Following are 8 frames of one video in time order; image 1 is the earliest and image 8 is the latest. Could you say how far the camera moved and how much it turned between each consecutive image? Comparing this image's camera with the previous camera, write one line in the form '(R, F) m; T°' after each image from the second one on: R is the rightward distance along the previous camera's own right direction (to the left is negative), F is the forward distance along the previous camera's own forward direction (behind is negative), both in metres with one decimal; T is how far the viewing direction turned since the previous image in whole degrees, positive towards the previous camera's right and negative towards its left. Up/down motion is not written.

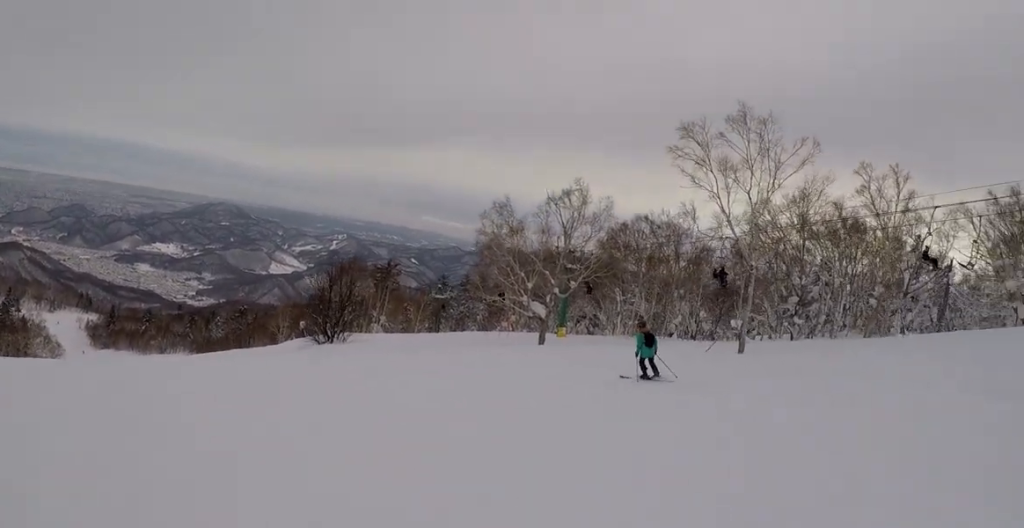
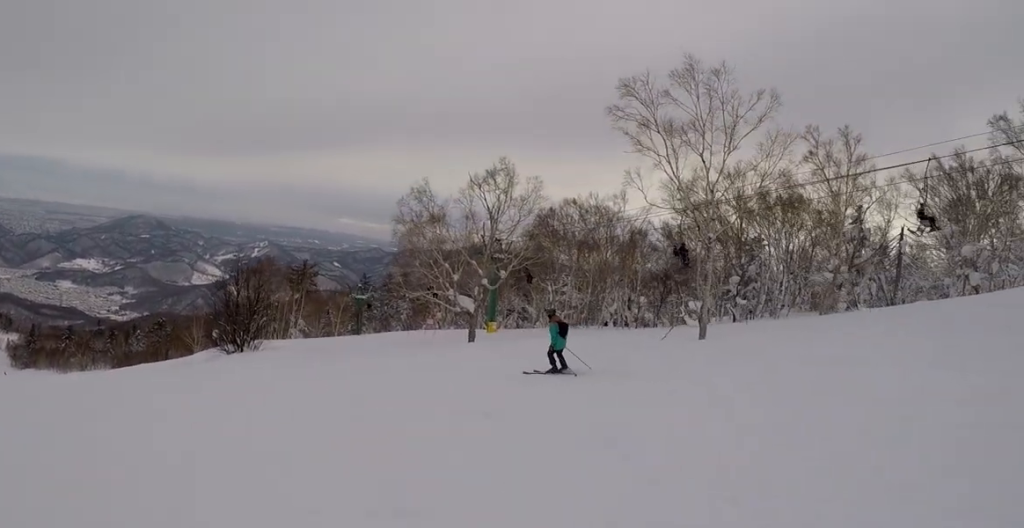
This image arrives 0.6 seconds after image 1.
(+0.6, +3.6) m; -5°
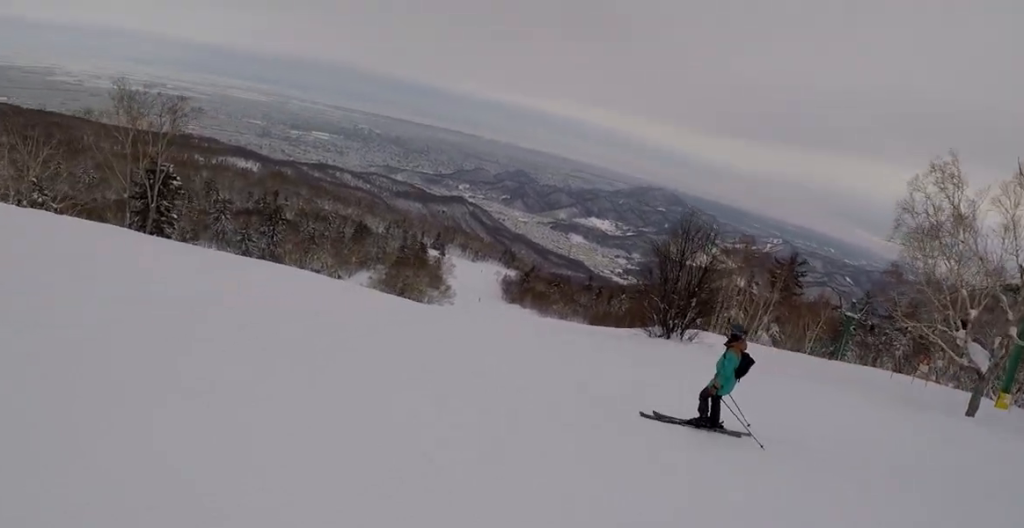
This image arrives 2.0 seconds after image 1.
(-2.1, +8.6) m; -29°
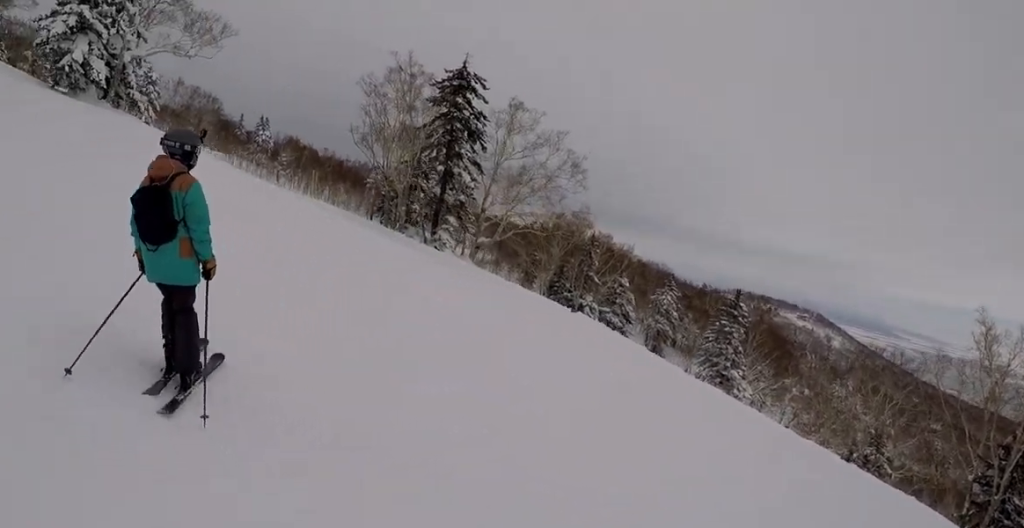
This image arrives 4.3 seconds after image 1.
(-7.6, +10.0) m; -70°
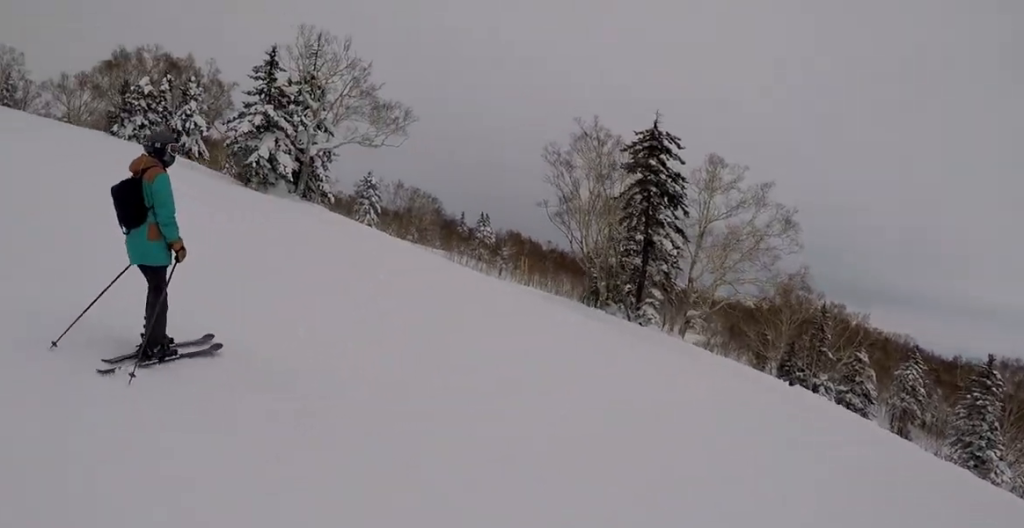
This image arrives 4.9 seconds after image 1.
(+0.2, +3.2) m; -11°
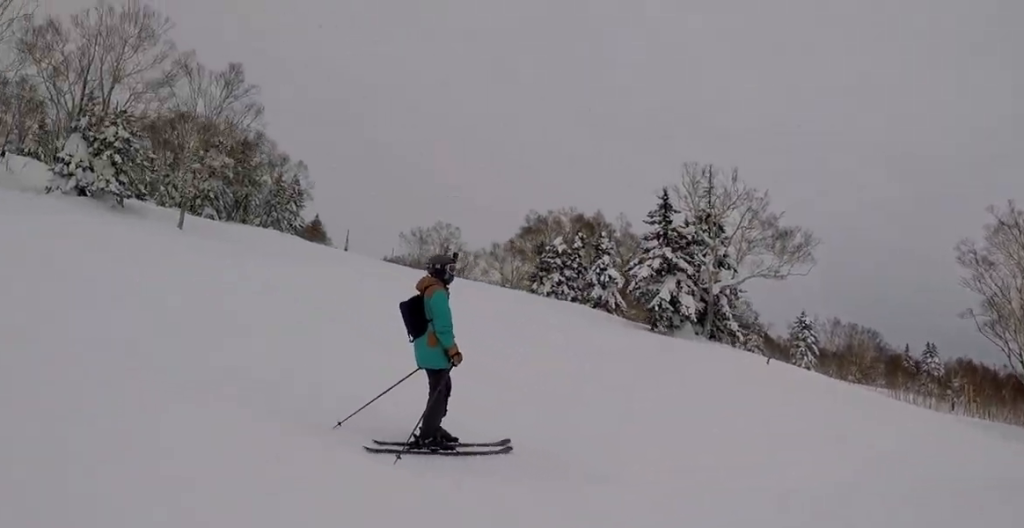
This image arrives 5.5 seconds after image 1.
(-0.7, +2.6) m; -13°
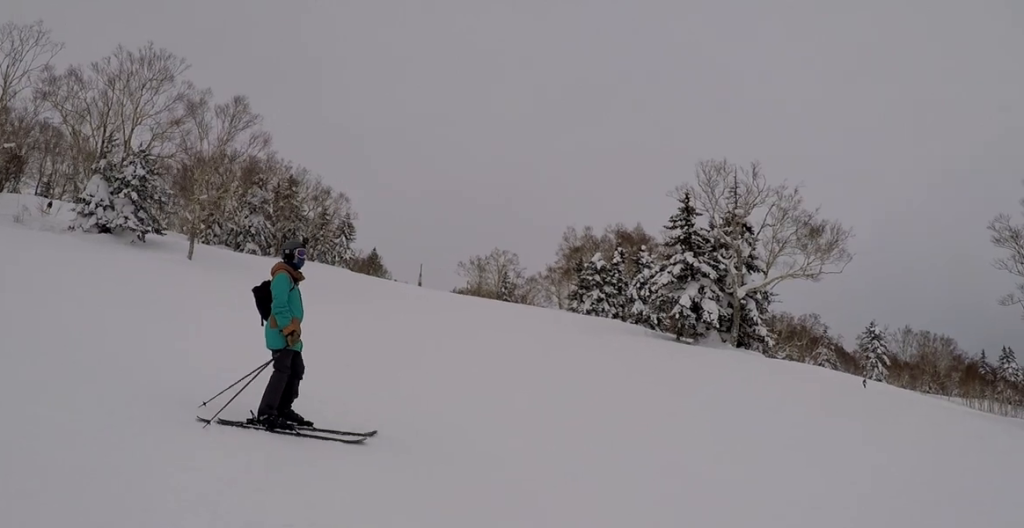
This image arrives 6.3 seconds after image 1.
(-0.7, +3.9) m; -14°
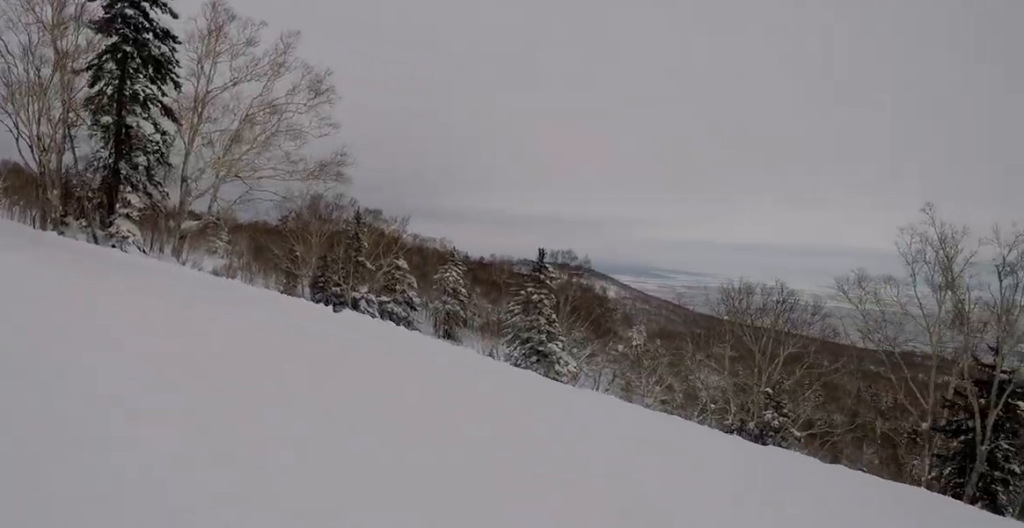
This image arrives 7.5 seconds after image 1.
(-0.3, +4.3) m; +5°
